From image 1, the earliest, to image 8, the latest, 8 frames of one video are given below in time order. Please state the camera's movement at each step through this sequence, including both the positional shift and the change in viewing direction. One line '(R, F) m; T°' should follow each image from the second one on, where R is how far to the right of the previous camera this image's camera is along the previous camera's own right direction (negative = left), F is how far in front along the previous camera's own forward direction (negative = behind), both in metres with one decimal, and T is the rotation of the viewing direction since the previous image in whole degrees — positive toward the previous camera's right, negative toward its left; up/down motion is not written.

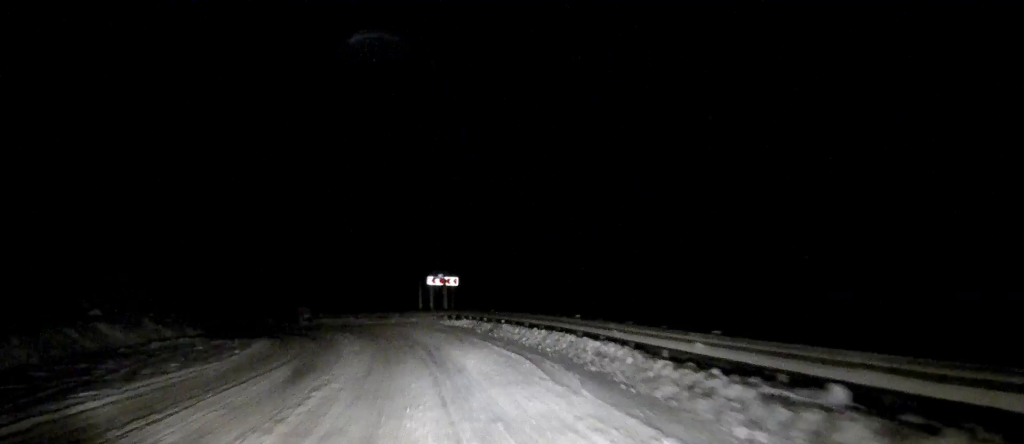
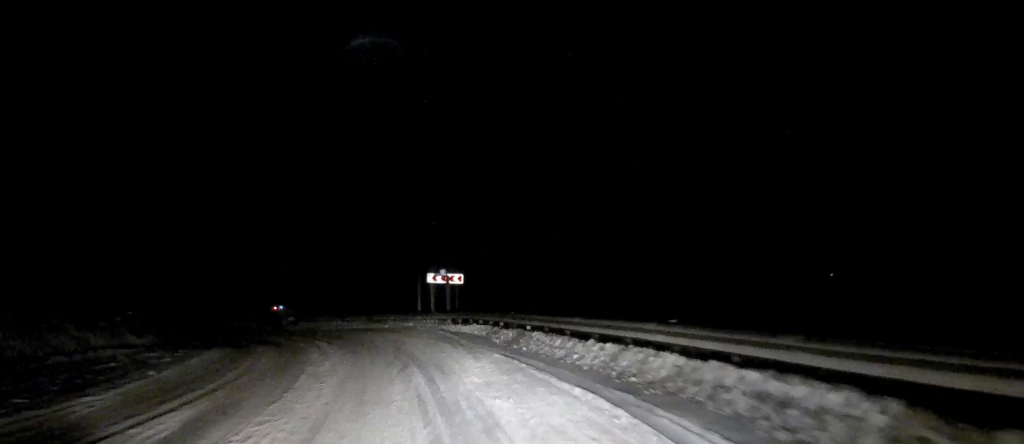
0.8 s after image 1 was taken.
(0.0, +6.5) m; -1°
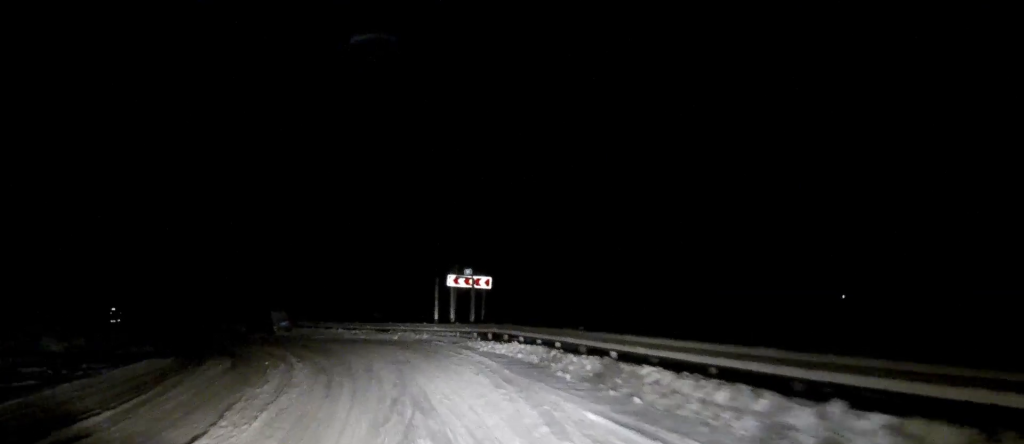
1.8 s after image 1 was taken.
(-0.1, +7.5) m; -2°
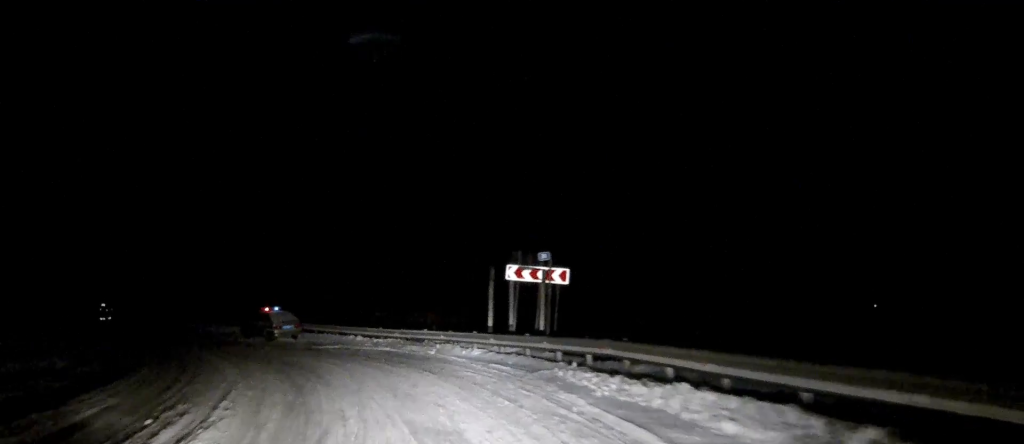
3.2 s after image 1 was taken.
(-0.3, +9.4) m; -5°
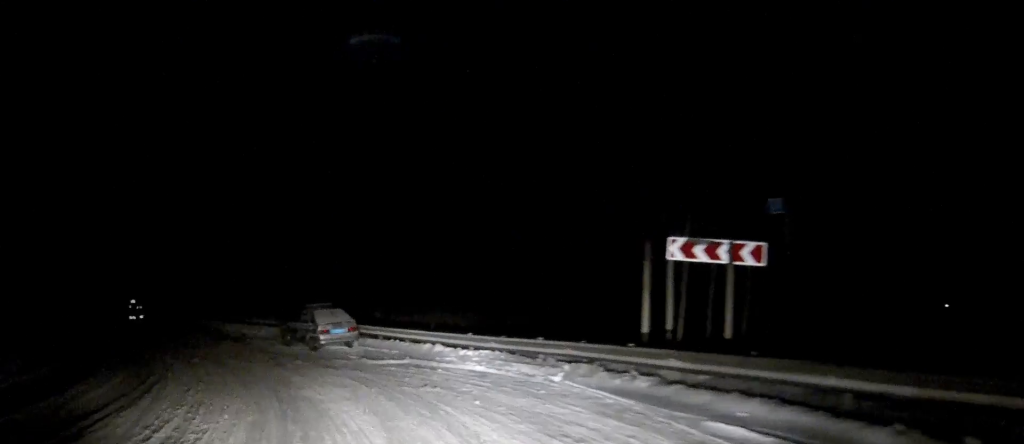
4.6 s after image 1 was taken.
(-0.7, +8.7) m; -10°
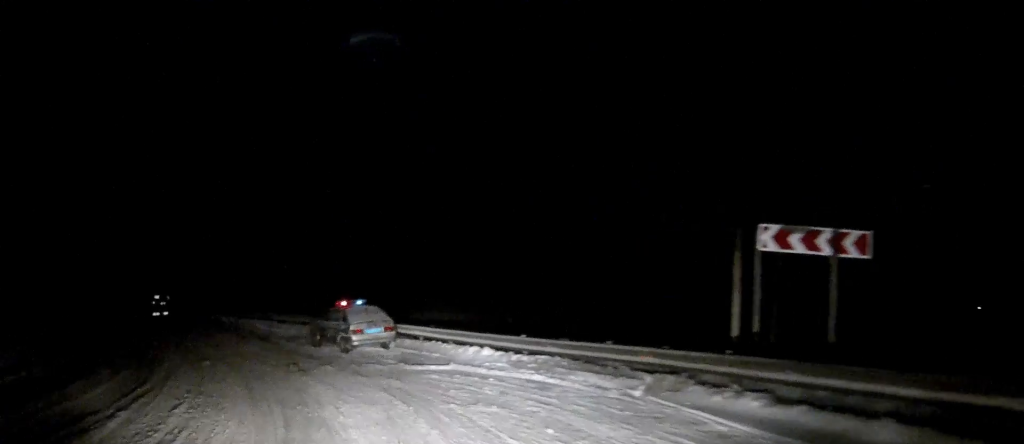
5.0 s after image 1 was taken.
(0.0, +2.5) m; -4°
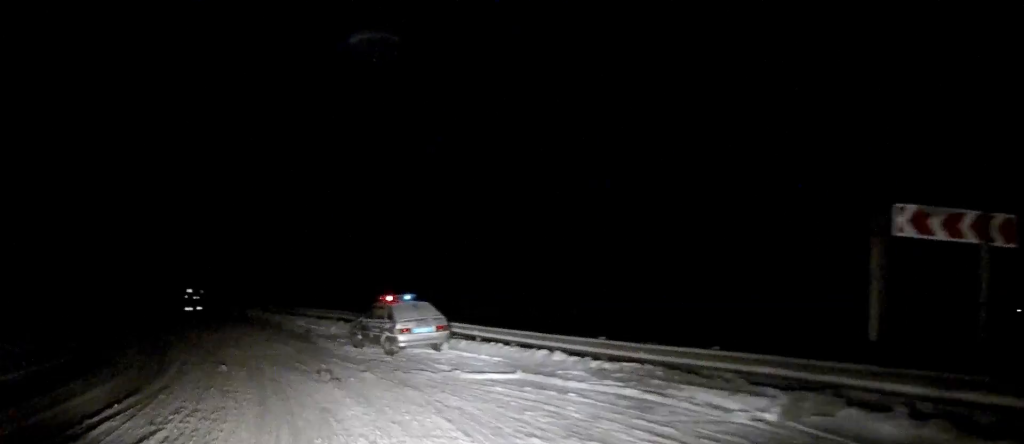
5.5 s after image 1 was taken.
(-0.1, +2.7) m; -4°
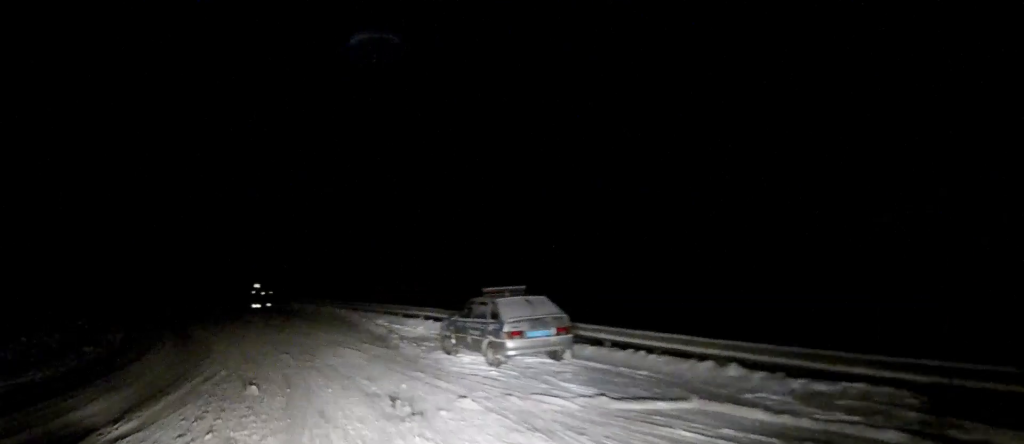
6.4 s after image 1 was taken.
(-0.3, +4.5) m; -8°
